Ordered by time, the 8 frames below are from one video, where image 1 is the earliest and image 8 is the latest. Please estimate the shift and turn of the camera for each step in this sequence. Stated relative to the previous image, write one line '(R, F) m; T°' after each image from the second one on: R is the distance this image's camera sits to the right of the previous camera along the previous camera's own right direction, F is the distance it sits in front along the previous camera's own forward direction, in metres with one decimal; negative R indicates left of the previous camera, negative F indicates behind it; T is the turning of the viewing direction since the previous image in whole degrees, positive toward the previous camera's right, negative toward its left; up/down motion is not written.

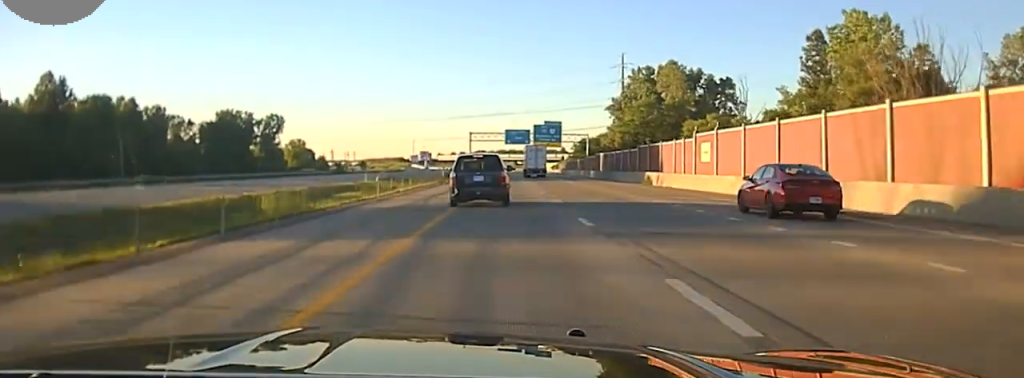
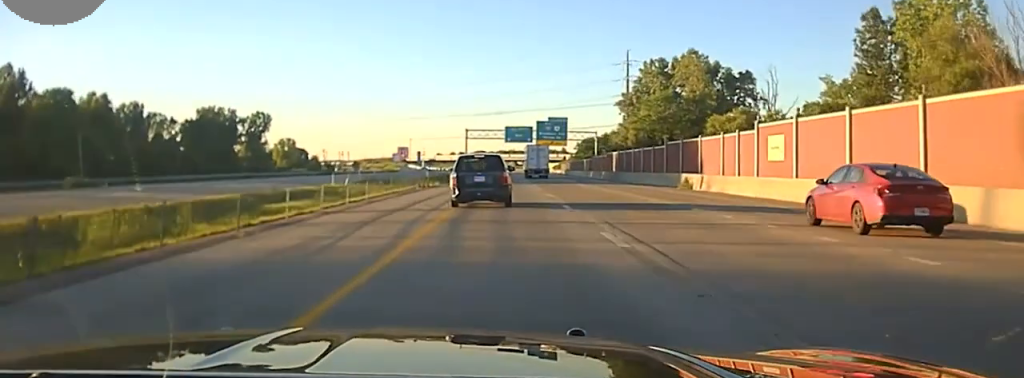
(0.0, +17.5) m; 0°
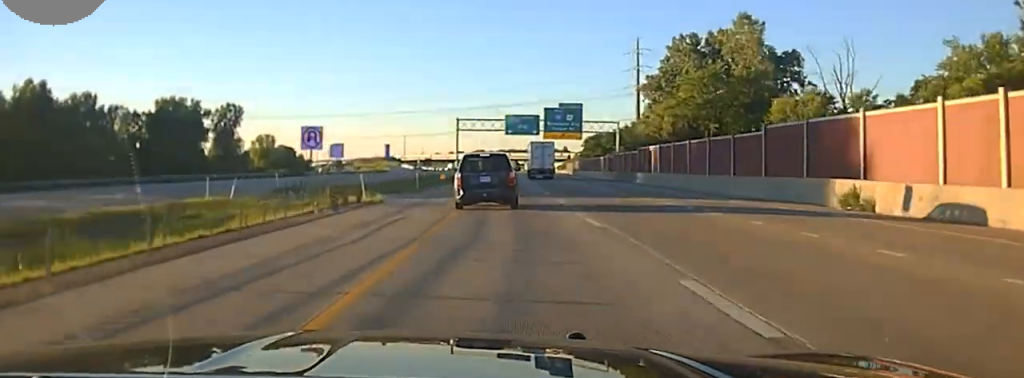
(0.0, +32.0) m; 0°
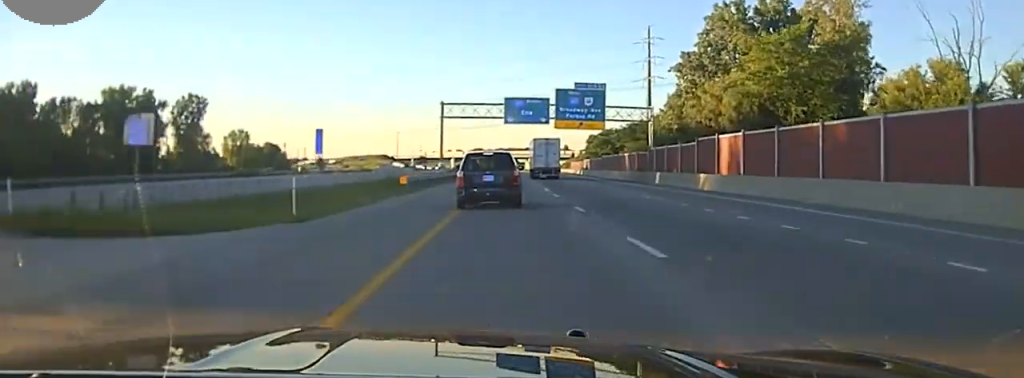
(0.0, +31.7) m; 0°
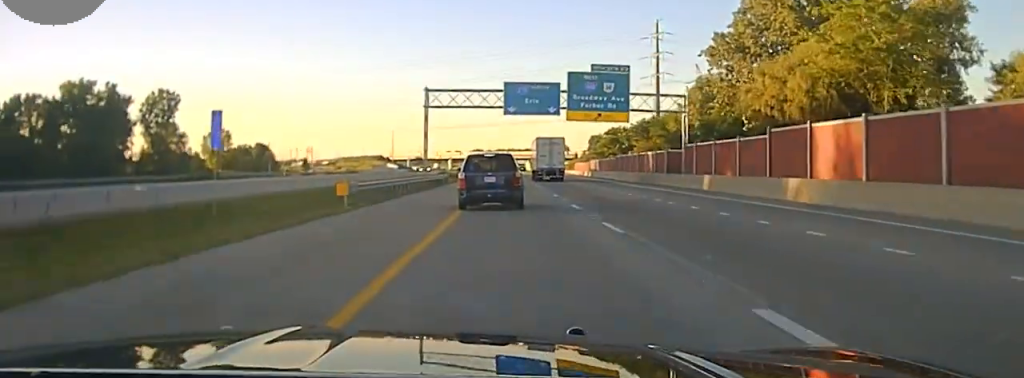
(0.0, +19.9) m; 0°
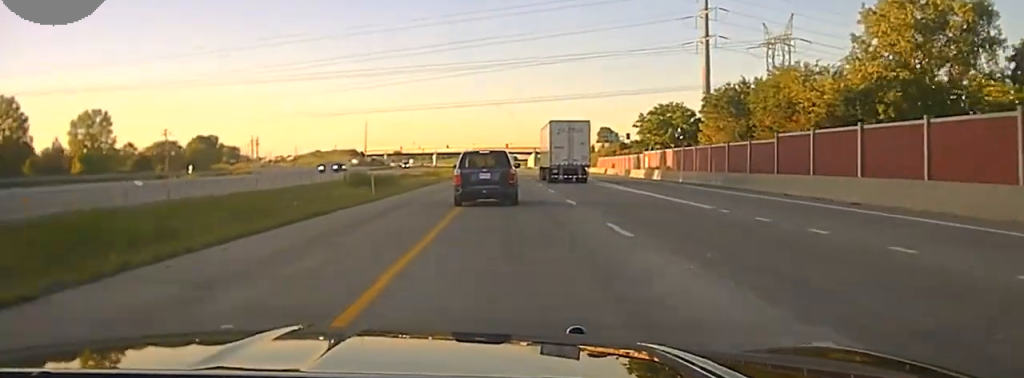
(0.0, +83.8) m; 0°
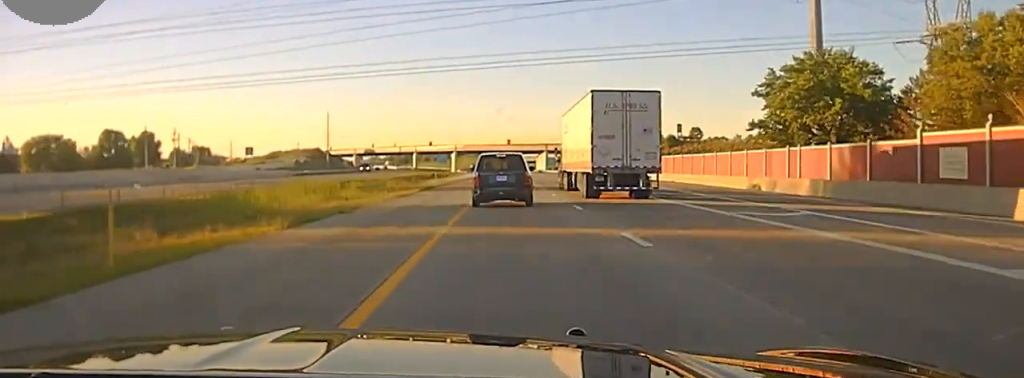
(0.0, +86.1) m; 0°
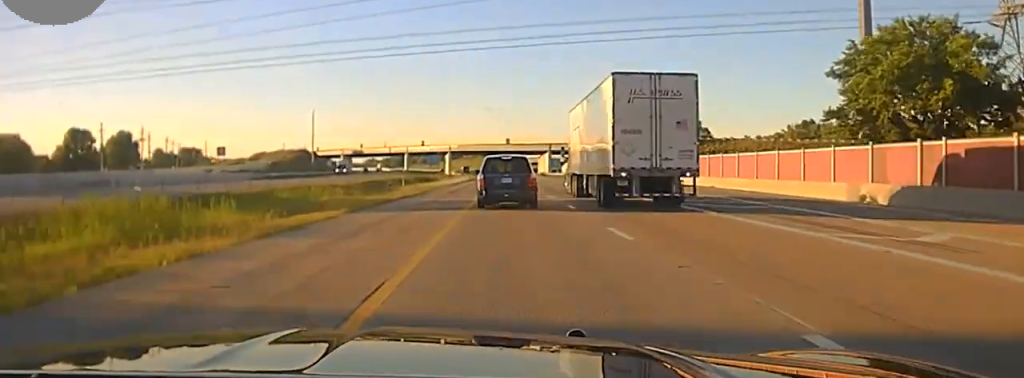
(0.0, +22.5) m; 0°
